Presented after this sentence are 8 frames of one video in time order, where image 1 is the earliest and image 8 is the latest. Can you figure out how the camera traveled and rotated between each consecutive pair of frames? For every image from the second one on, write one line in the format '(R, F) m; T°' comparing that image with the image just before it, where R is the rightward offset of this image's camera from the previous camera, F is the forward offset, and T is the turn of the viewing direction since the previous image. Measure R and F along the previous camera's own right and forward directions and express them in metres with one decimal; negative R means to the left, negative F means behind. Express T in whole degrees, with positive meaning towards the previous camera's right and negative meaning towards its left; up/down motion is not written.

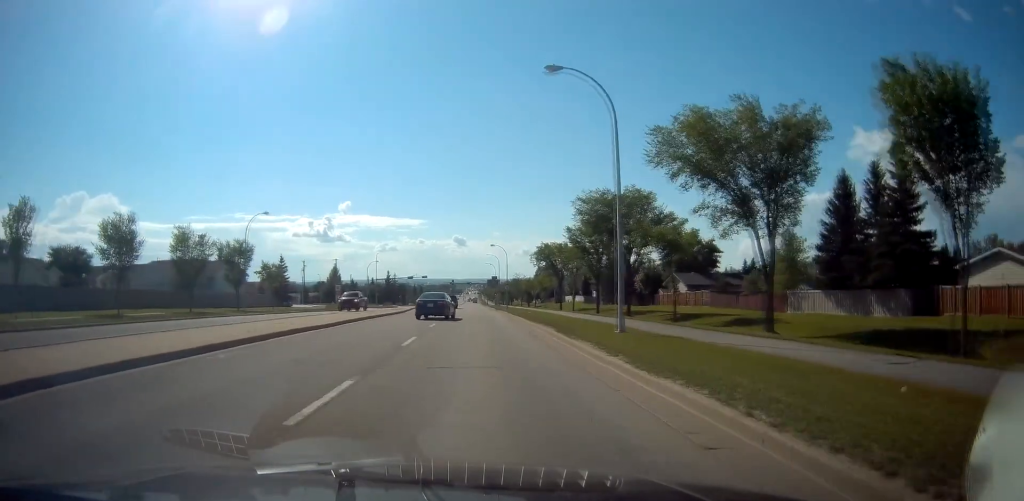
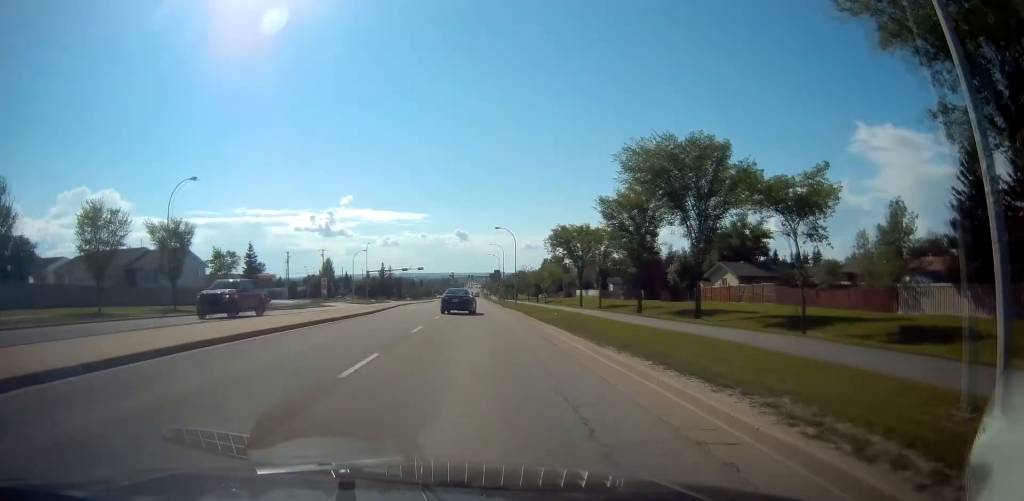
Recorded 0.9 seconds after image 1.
(+0.1, +15.5) m; 0°
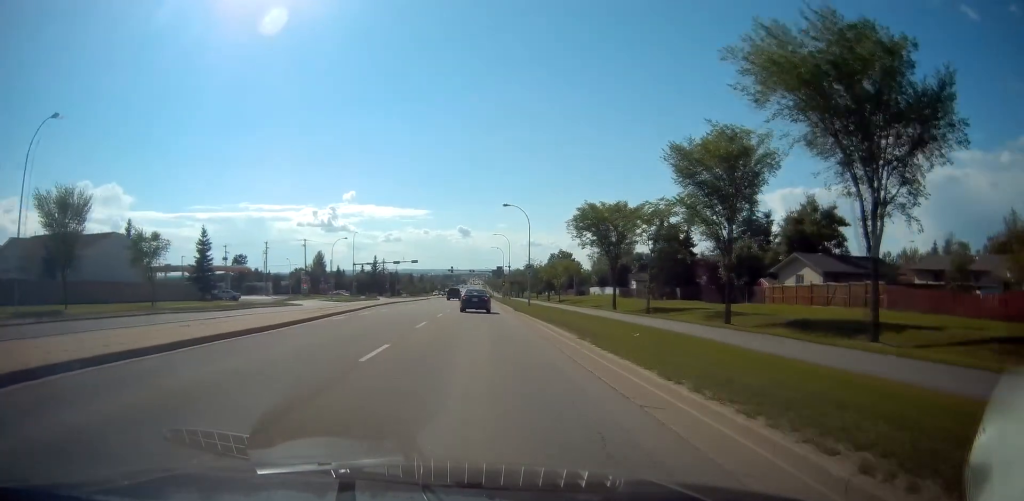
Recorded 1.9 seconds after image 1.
(0.0, +16.4) m; +1°
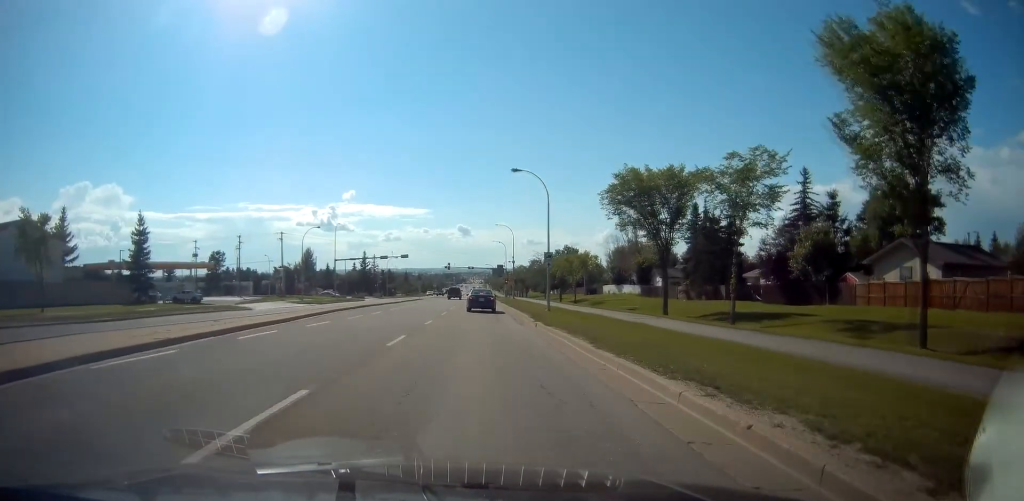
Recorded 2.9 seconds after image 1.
(+0.3, +14.8) m; 0°
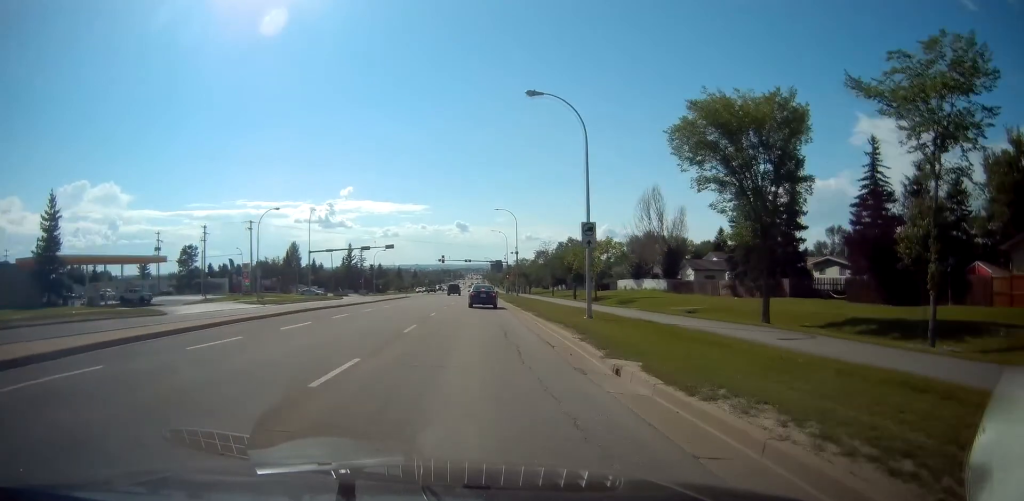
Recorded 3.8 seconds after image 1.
(-0.2, +14.5) m; -1°
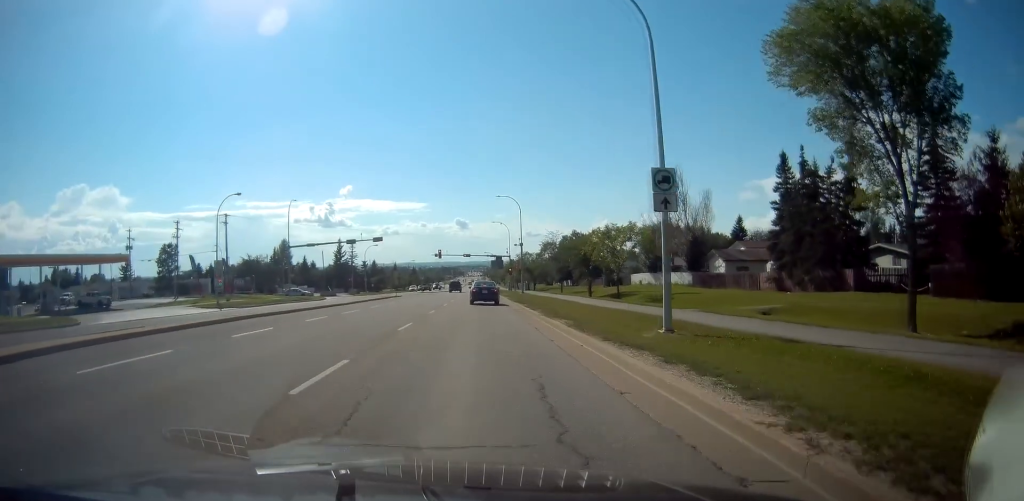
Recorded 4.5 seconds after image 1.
(-0.1, +9.8) m; -1°
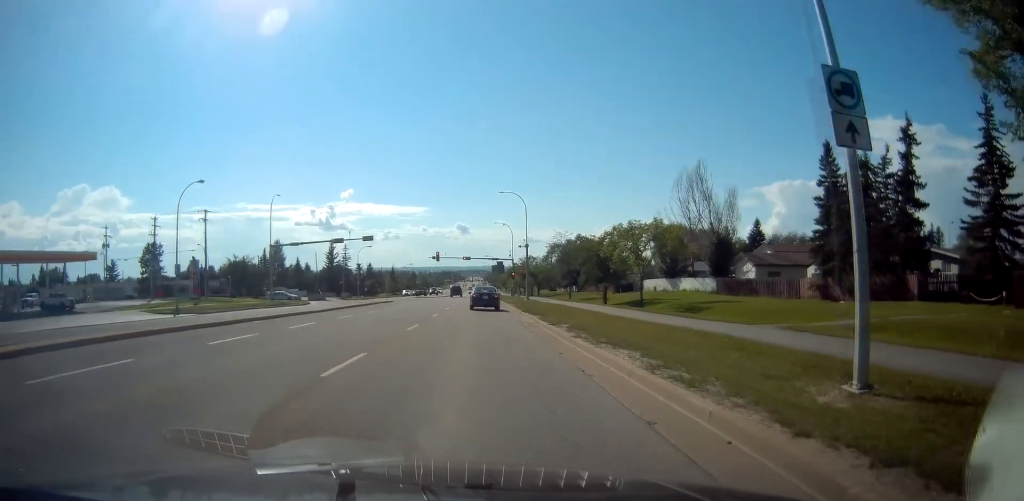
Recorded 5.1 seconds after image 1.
(0.0, +7.6) m; 0°
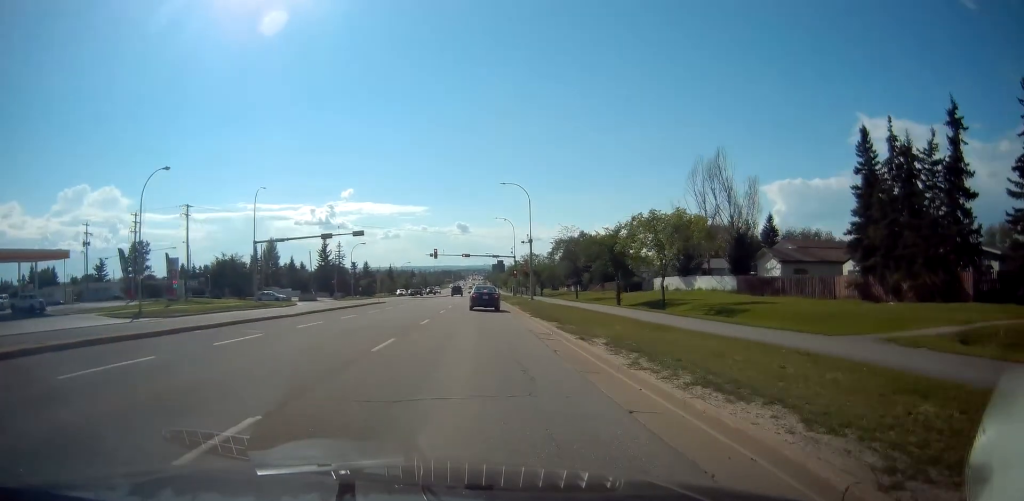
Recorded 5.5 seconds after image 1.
(0.0, +5.2) m; 0°
